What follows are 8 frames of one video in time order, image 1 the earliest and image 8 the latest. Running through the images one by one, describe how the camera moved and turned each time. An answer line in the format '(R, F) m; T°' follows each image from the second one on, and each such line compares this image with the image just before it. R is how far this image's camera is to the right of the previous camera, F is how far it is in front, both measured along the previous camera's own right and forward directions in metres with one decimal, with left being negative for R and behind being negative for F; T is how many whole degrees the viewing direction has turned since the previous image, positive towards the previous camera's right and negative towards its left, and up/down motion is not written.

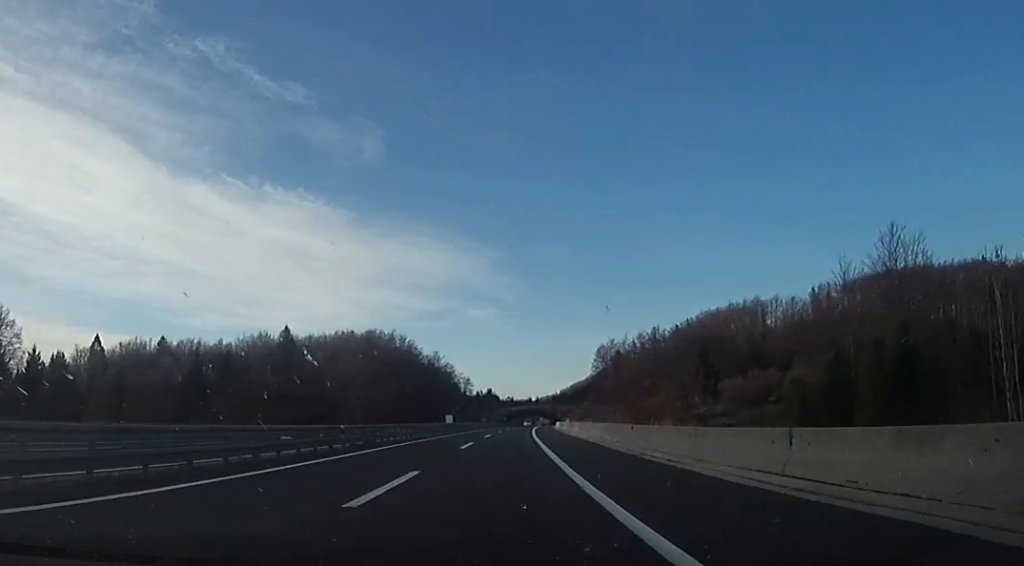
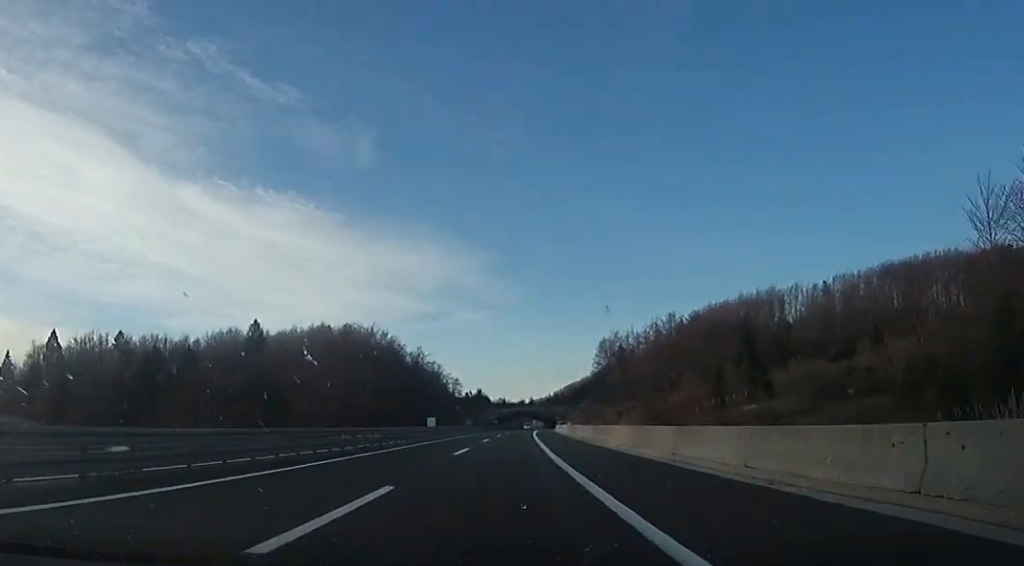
(+0.5, +22.1) m; +1°
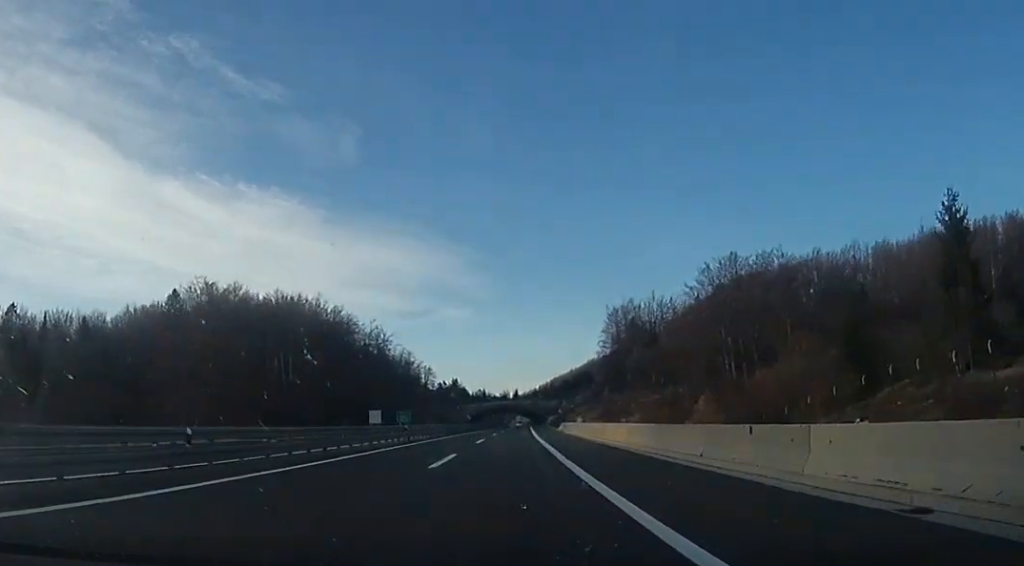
(-0.3, +44.5) m; 0°
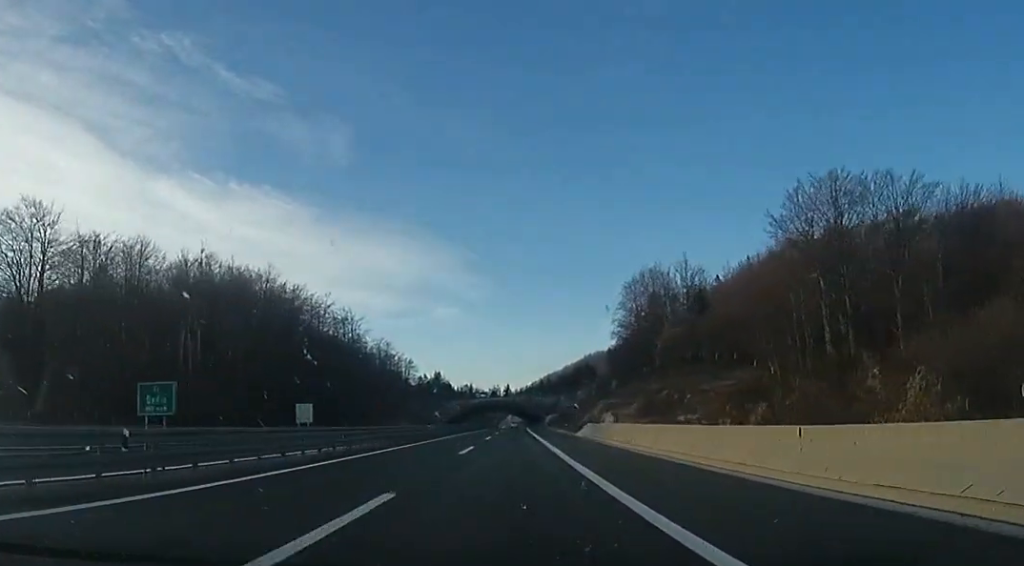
(0.0, +30.6) m; +2°
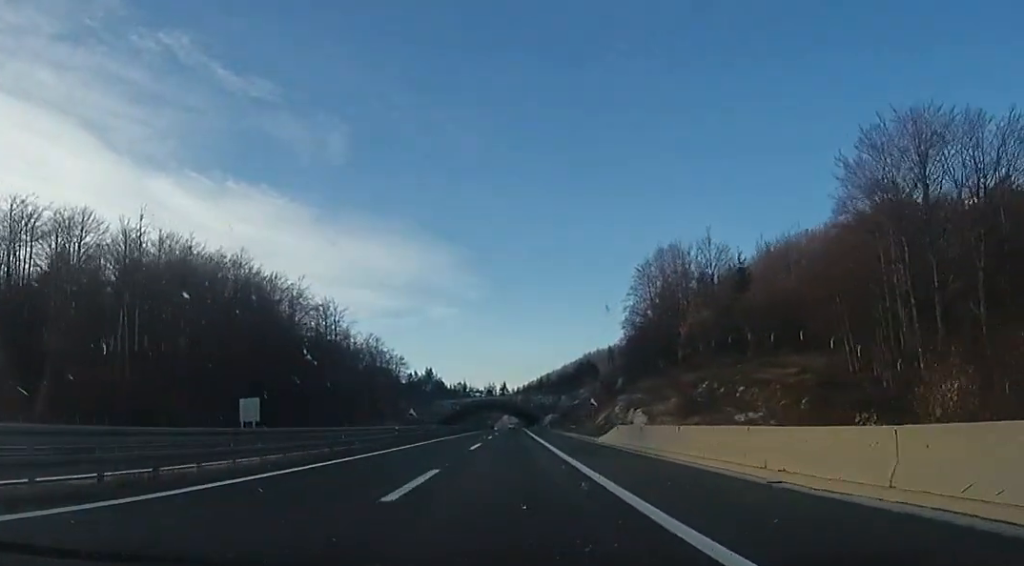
(+0.4, +13.9) m; 0°
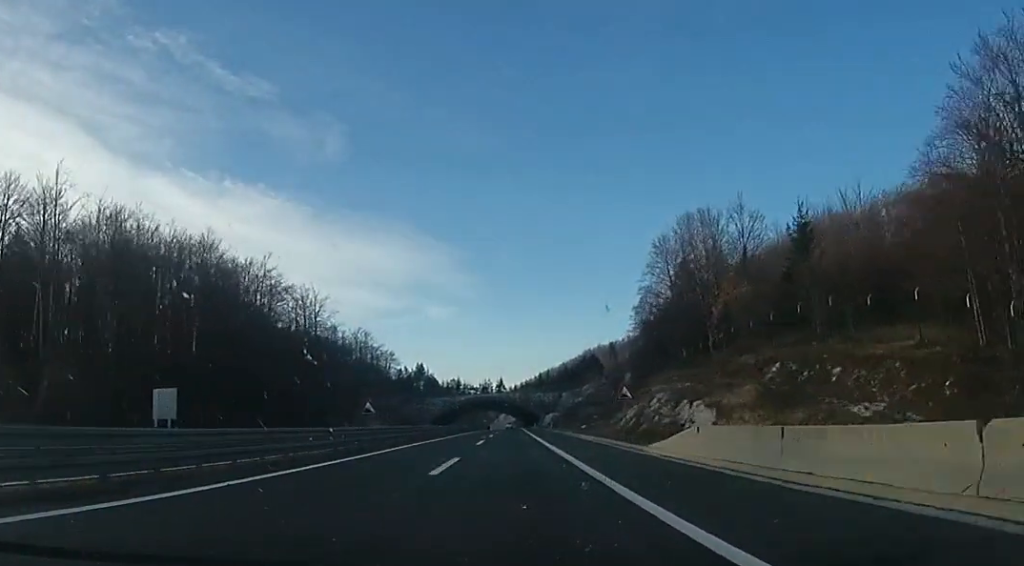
(+0.5, +14.0) m; 0°
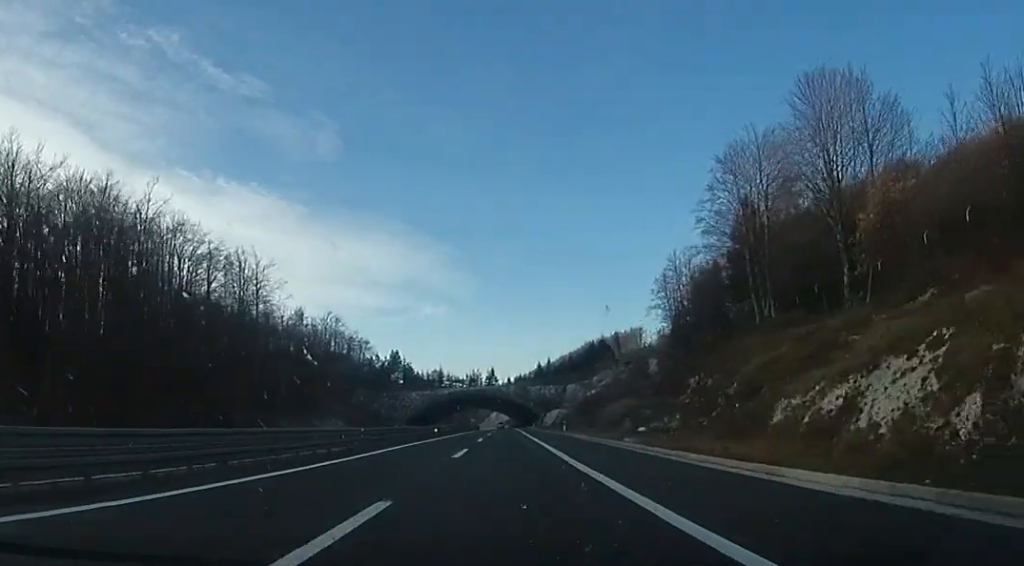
(-0.7, +30.4) m; 0°
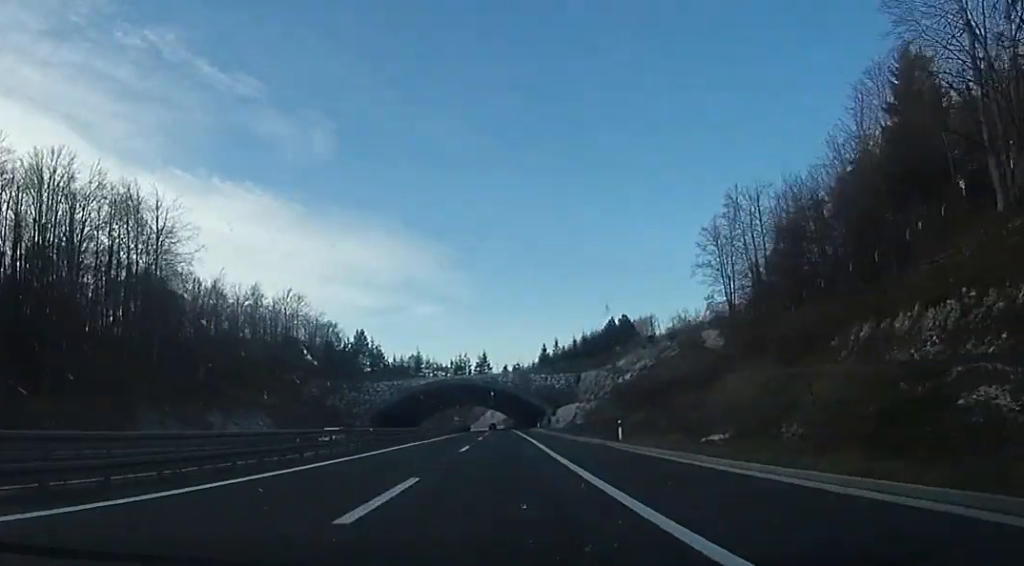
(+0.9, +33.2) m; +2°
